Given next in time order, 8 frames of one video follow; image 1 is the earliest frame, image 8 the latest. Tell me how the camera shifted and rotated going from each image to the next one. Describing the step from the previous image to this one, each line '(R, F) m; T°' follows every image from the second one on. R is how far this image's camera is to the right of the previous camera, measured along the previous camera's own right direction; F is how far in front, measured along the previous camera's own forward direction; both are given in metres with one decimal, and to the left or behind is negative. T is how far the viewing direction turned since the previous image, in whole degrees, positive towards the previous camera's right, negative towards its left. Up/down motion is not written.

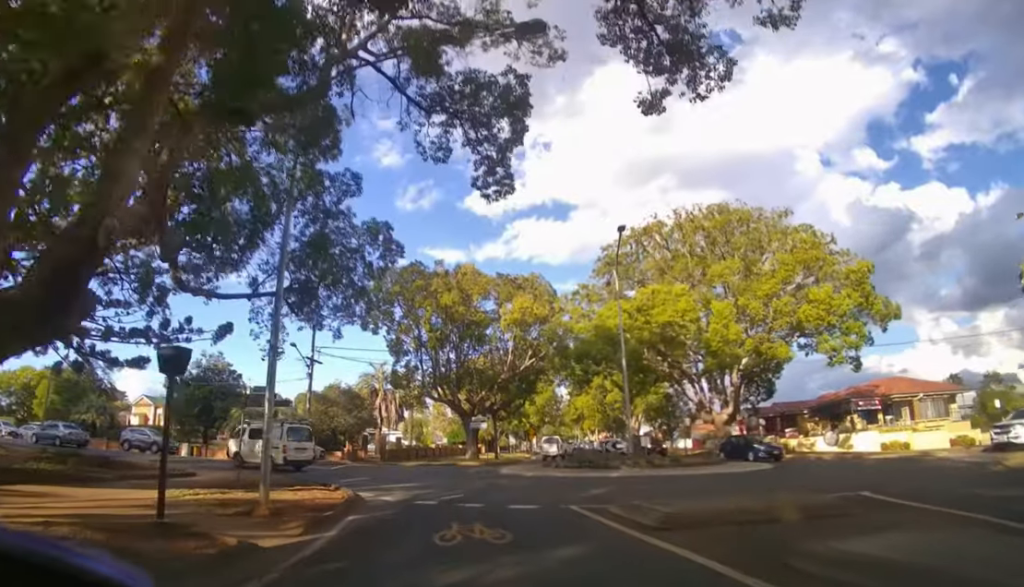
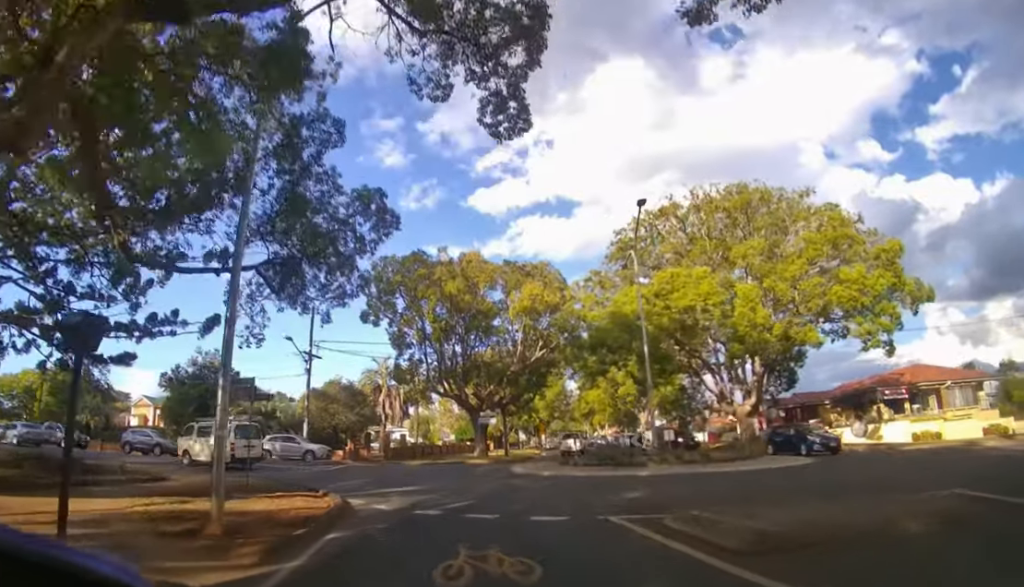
(0.0, +1.9) m; -1°
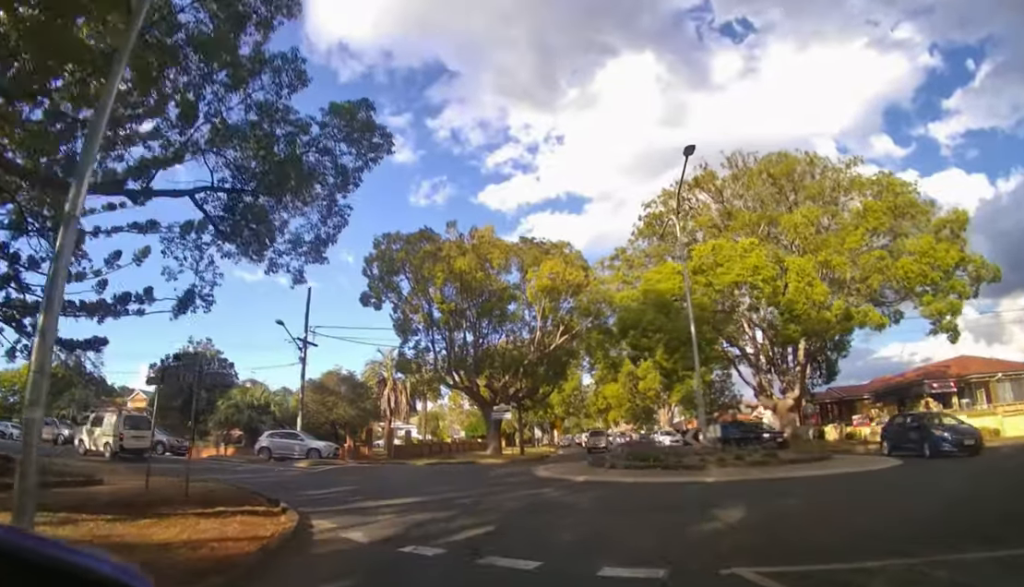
(0.0, +3.3) m; -1°
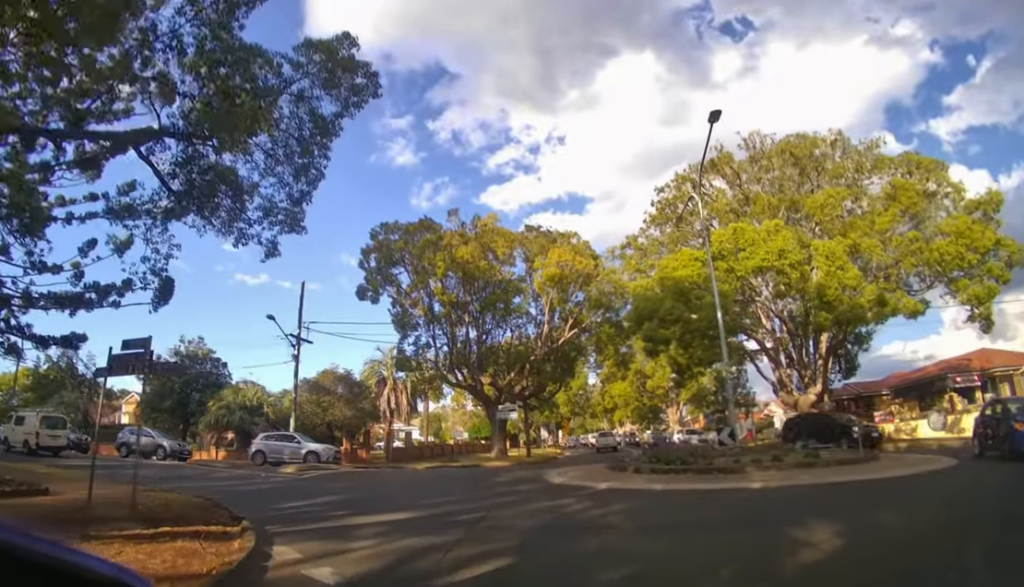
(-0.1, +1.8) m; 0°
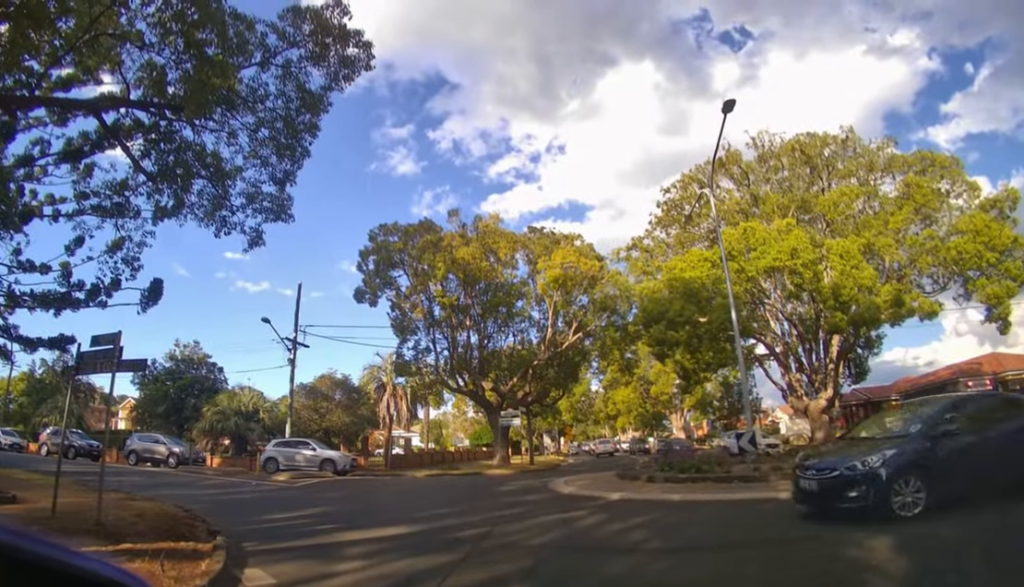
(-0.2, +0.6) m; 0°
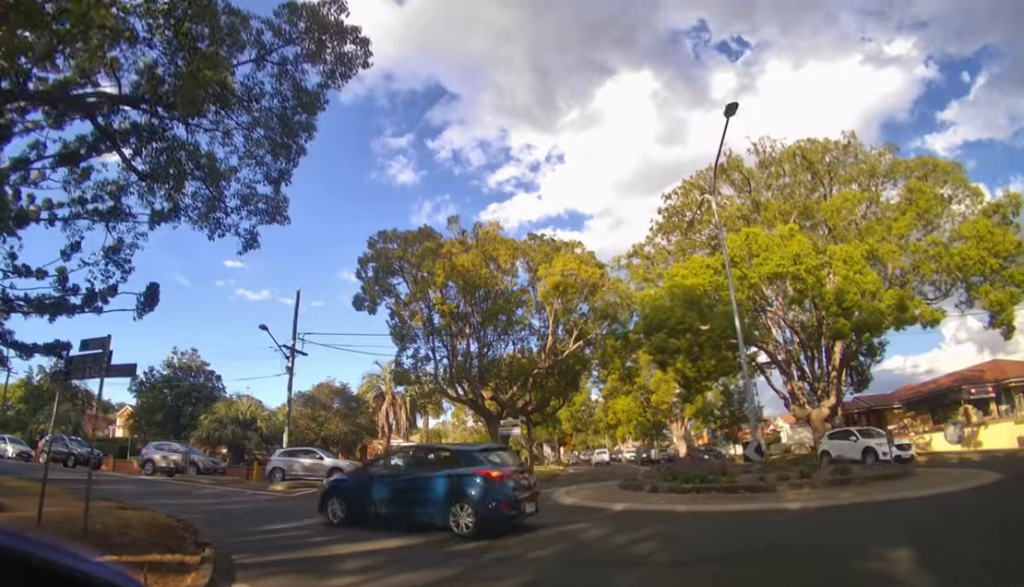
(-0.1, +0.5) m; 0°
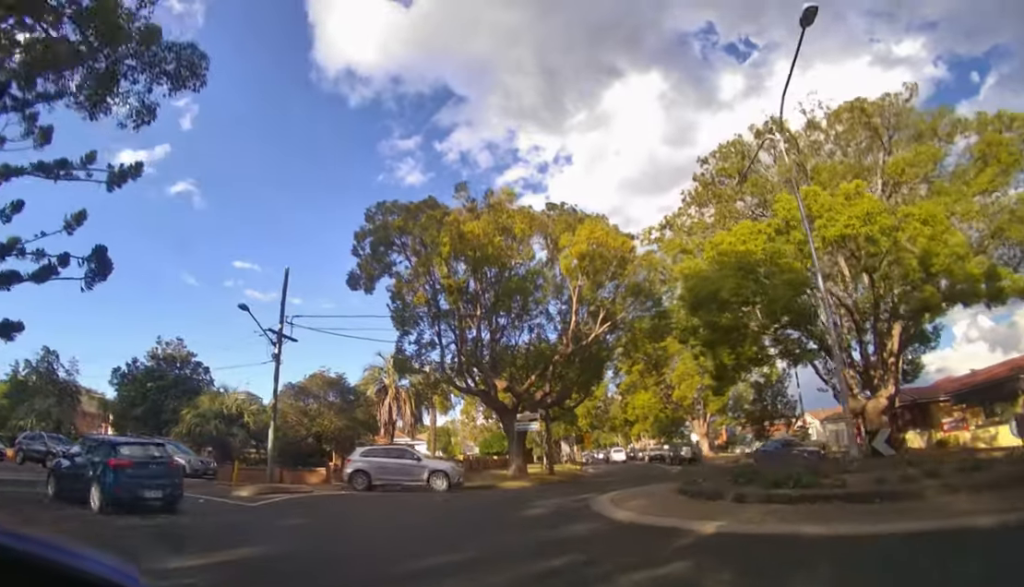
(0.0, +0.9) m; +2°
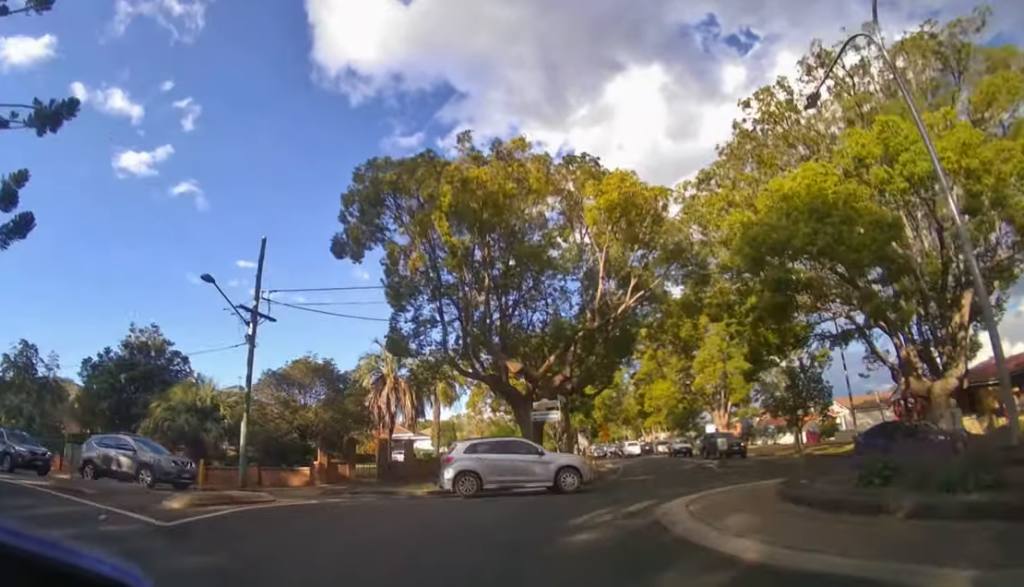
(0.0, +2.4) m; +3°
